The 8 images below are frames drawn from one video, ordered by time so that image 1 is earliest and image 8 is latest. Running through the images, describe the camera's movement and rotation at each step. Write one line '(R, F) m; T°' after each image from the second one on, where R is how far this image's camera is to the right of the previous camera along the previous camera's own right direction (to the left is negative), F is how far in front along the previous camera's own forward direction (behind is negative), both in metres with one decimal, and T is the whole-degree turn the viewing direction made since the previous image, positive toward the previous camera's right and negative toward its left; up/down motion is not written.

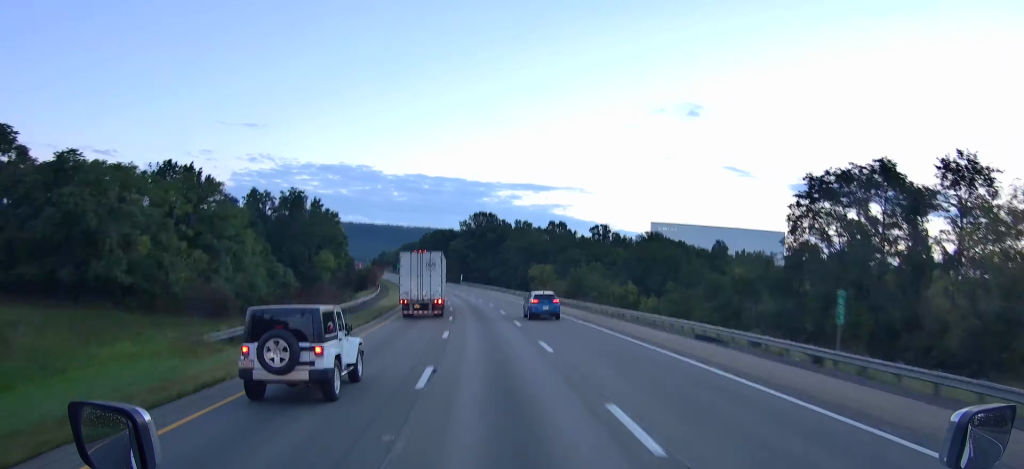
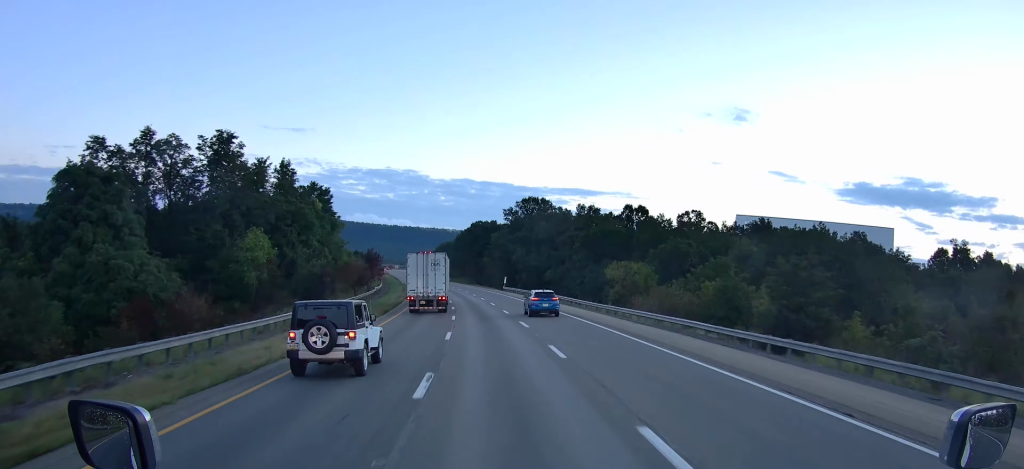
(-3.8, +51.0) m; -4°
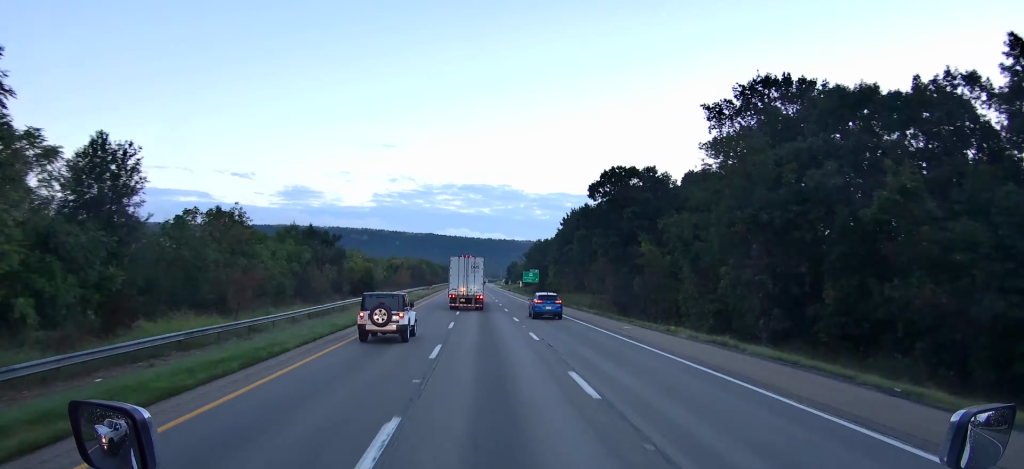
(-9.0, +116.1) m; -8°
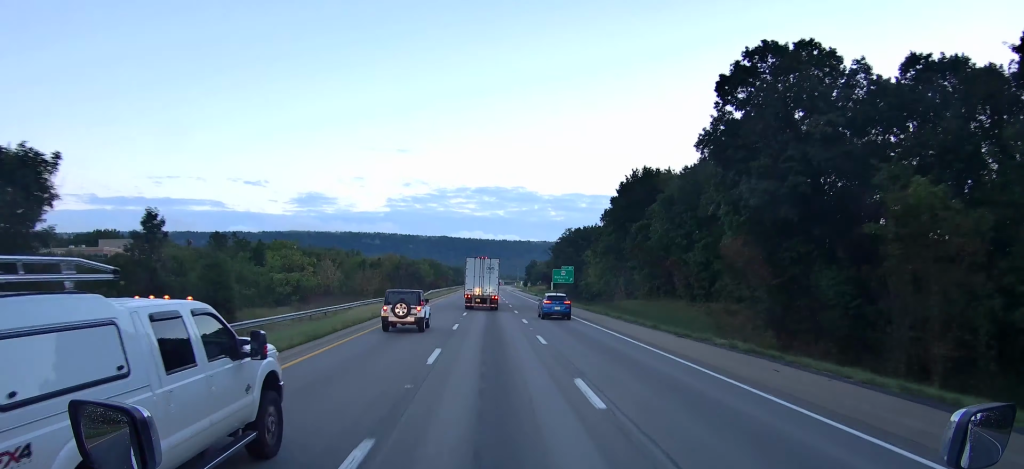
(-1.7, +51.4) m; -1°
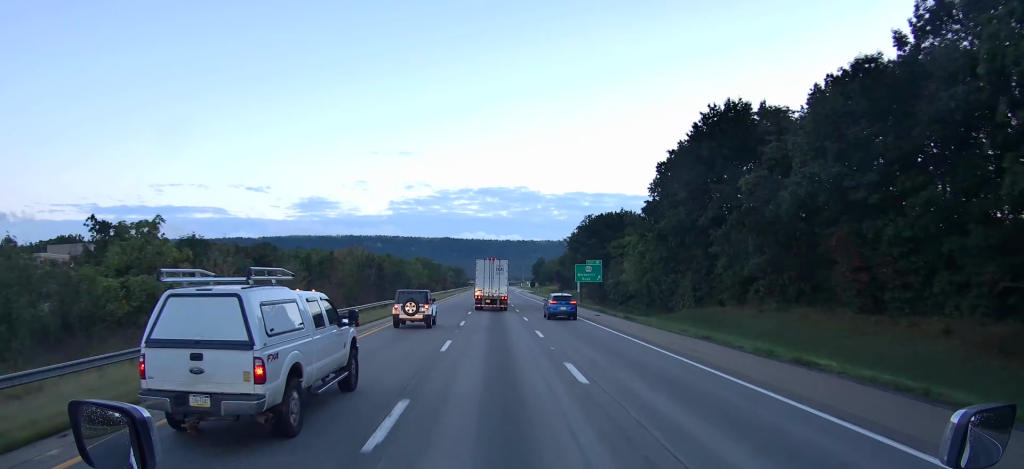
(-0.4, +34.3) m; -1°
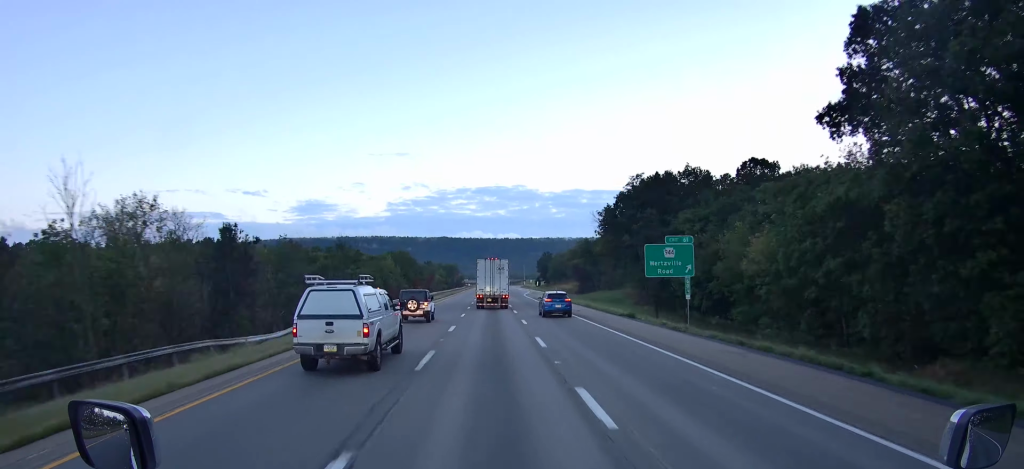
(-0.3, +54.3) m; 0°
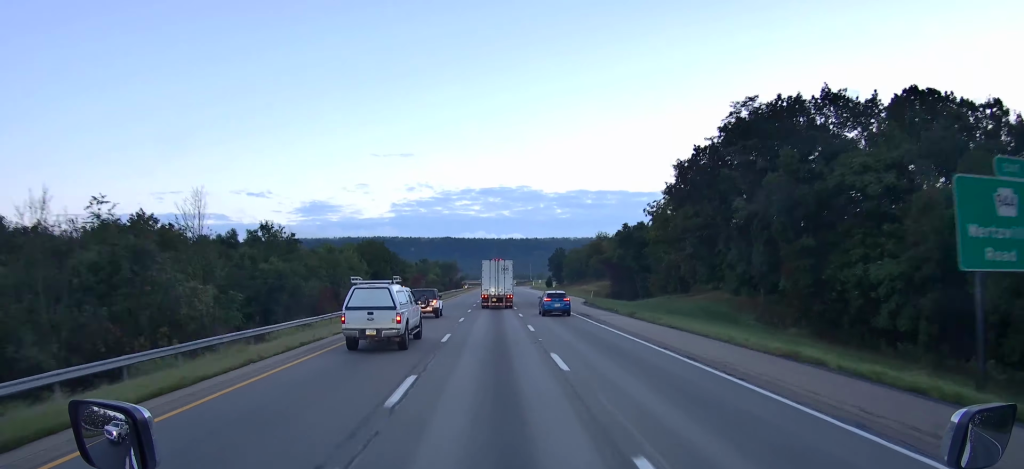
(-0.2, +42.8) m; 0°
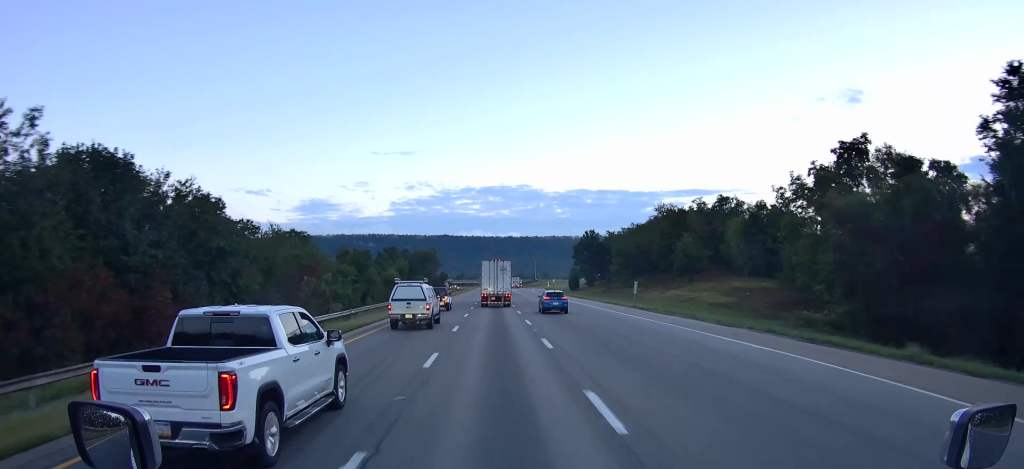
(+0.4, +93.8) m; 0°
